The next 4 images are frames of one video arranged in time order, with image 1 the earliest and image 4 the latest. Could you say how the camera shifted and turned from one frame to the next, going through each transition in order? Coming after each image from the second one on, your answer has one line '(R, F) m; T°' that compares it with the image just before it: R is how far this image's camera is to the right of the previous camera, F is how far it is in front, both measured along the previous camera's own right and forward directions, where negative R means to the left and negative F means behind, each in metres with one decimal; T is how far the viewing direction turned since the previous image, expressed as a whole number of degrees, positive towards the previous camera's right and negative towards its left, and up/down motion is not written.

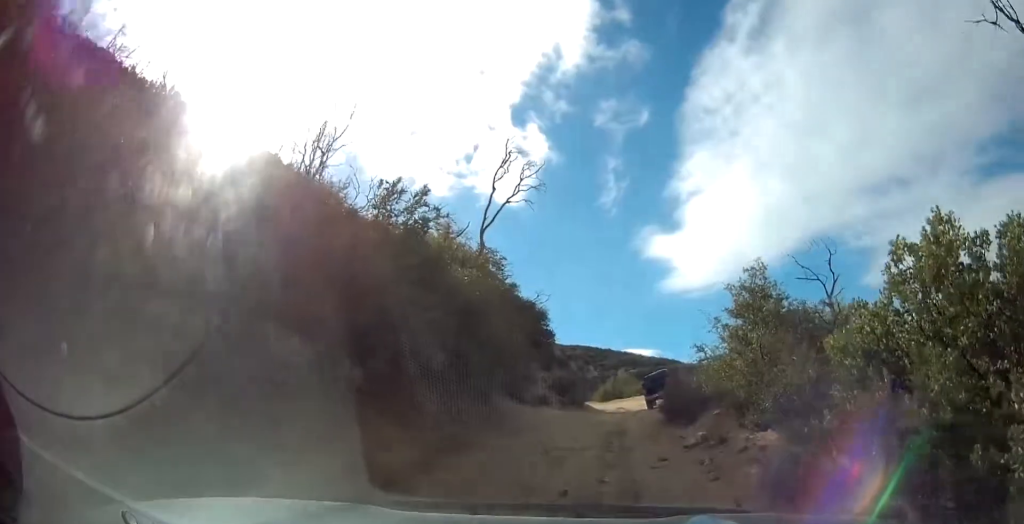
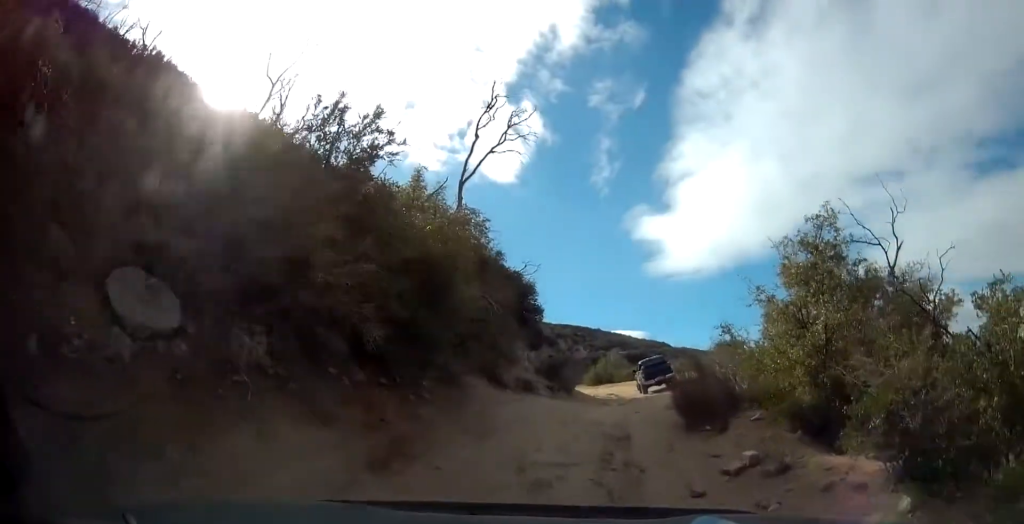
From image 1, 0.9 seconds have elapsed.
(-0.2, +3.1) m; -2°
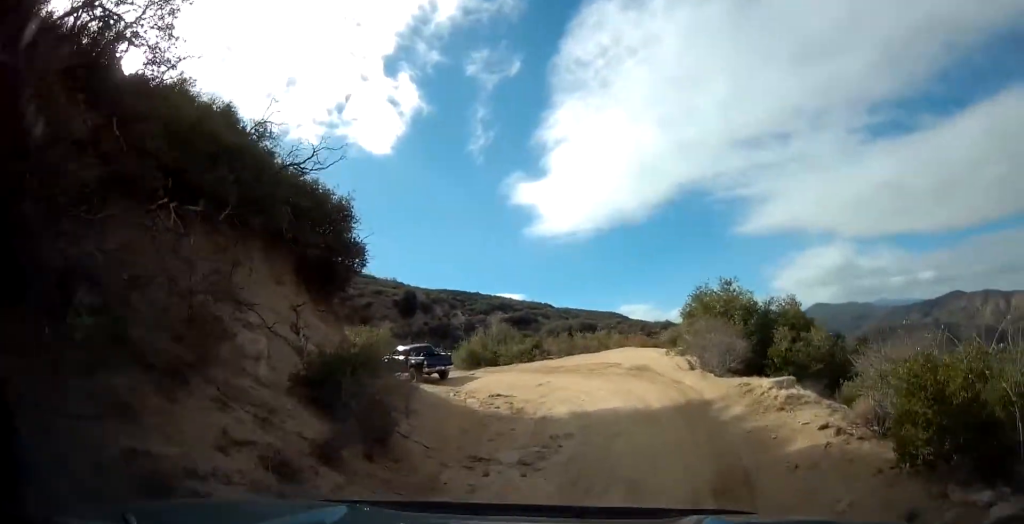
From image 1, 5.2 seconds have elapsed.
(+2.8, +15.4) m; +15°
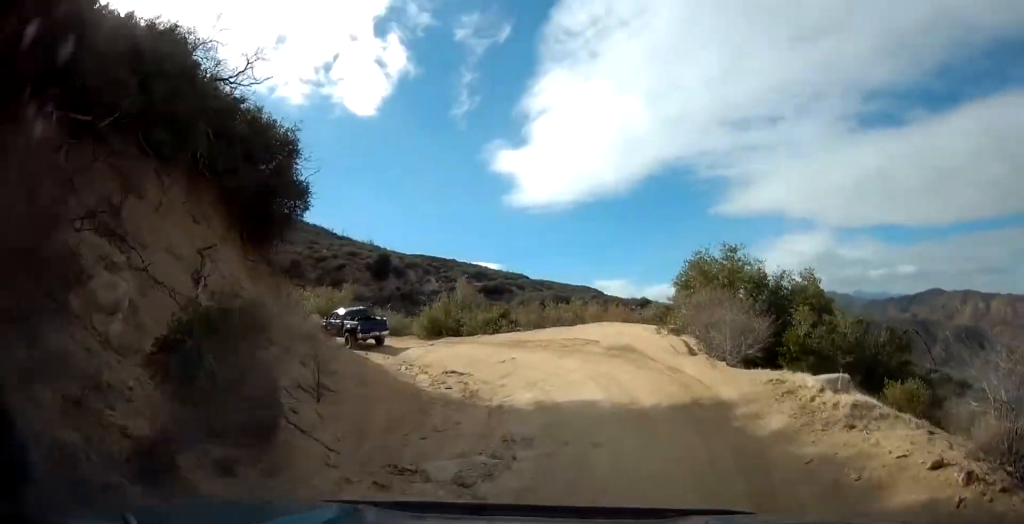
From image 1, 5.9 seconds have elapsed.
(0.0, +2.8) m; +2°
